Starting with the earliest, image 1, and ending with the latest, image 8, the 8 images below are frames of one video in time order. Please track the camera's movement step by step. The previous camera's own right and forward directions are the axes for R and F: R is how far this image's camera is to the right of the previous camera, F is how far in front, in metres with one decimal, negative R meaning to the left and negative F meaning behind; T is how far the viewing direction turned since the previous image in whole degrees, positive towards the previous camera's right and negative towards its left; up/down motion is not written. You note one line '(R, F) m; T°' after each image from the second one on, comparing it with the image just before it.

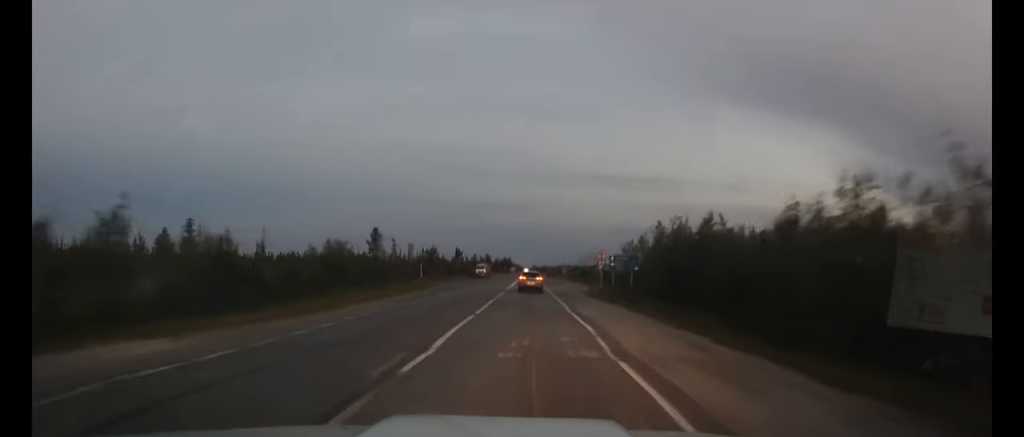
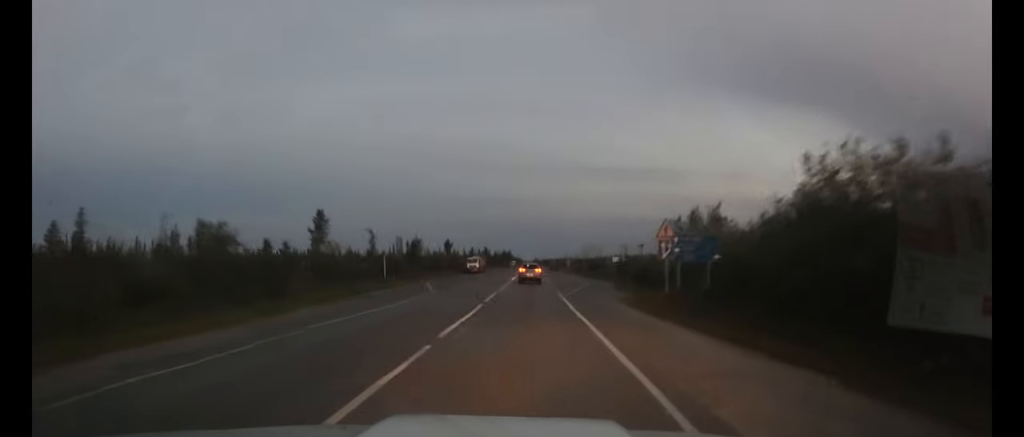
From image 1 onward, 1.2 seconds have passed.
(0.0, +20.1) m; 0°
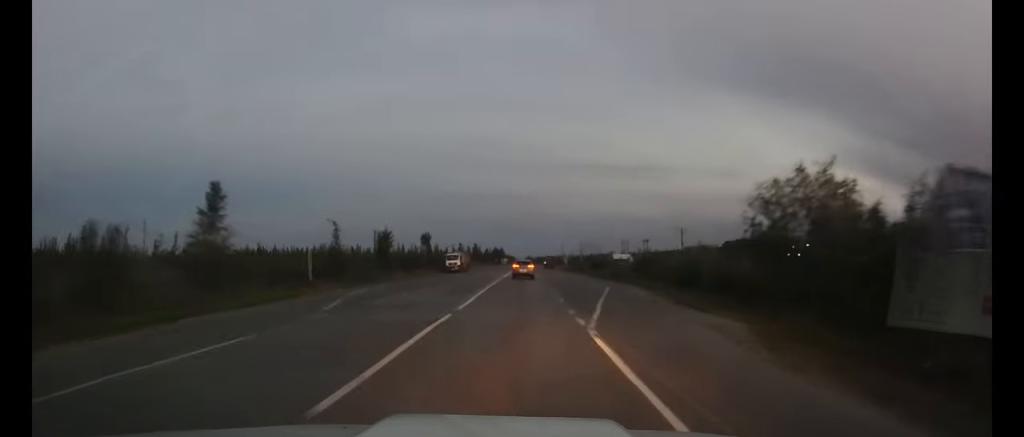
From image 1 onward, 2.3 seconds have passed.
(0.0, +18.7) m; 0°
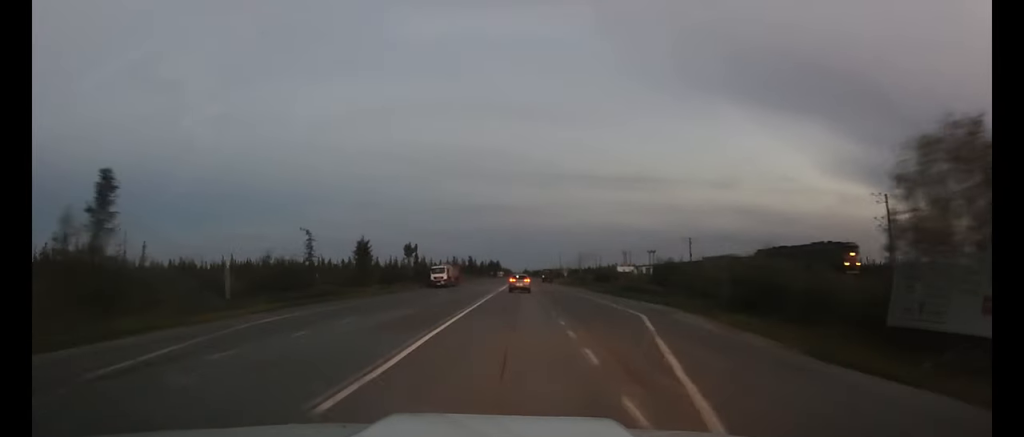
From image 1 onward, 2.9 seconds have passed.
(0.0, +11.4) m; 0°
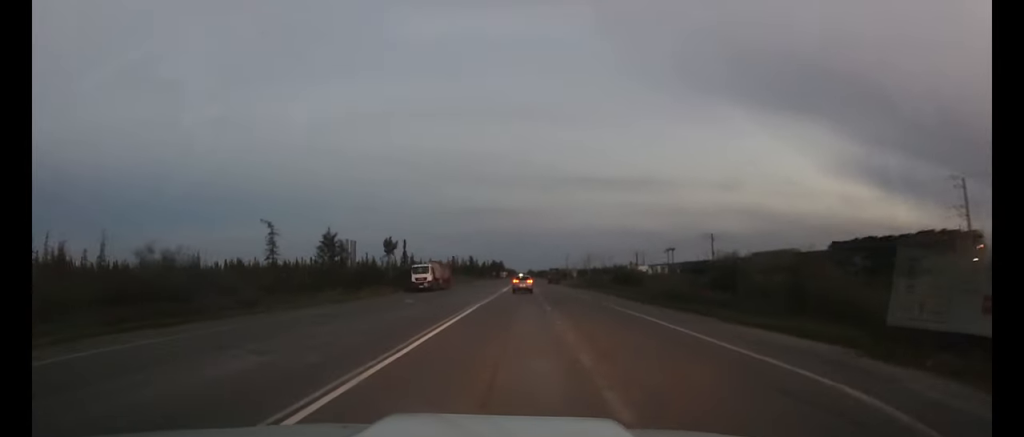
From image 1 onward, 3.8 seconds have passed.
(+0.1, +15.0) m; 0°
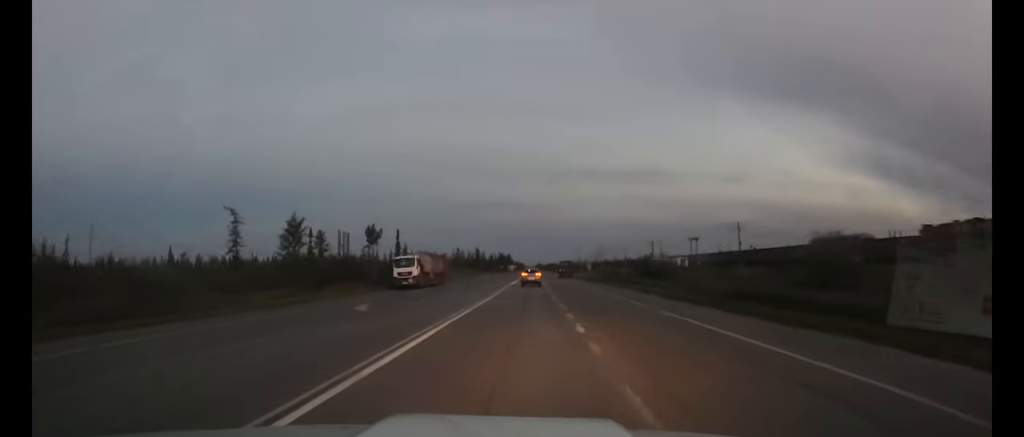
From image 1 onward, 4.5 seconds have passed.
(0.0, +11.9) m; 0°
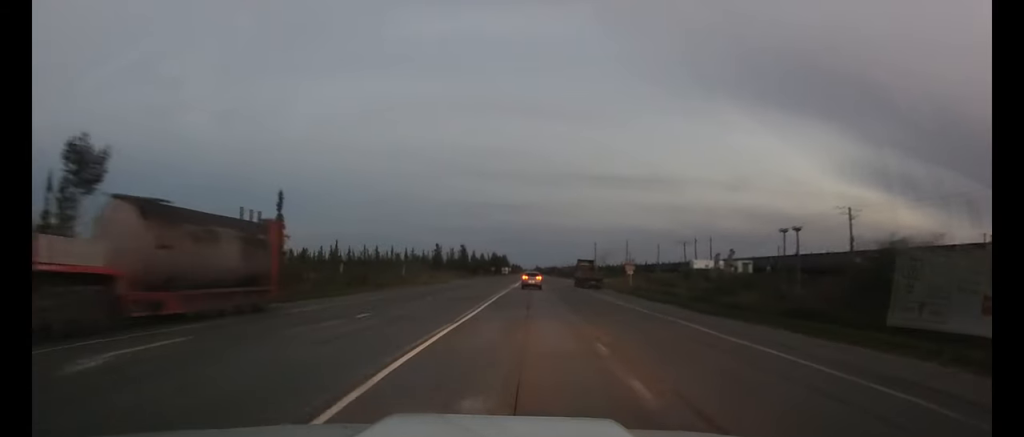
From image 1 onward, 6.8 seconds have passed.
(-0.3, +44.6) m; -1°
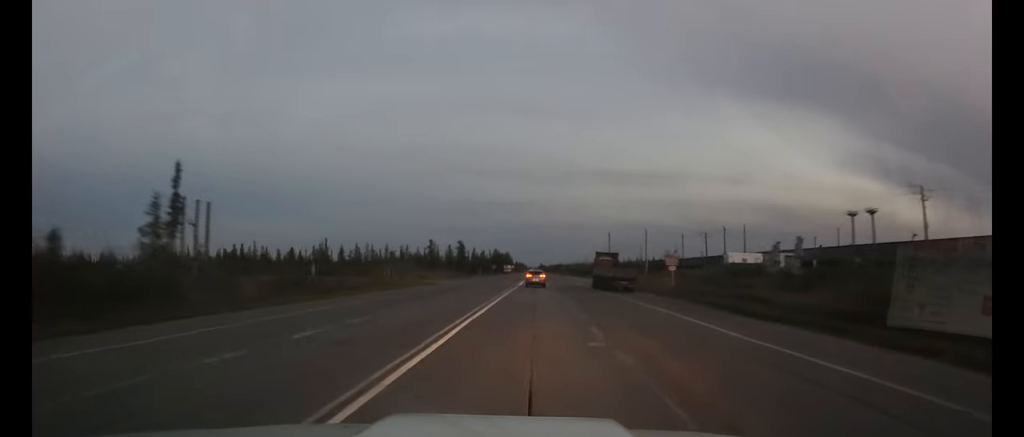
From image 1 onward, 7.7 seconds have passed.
(0.0, +17.1) m; 0°
